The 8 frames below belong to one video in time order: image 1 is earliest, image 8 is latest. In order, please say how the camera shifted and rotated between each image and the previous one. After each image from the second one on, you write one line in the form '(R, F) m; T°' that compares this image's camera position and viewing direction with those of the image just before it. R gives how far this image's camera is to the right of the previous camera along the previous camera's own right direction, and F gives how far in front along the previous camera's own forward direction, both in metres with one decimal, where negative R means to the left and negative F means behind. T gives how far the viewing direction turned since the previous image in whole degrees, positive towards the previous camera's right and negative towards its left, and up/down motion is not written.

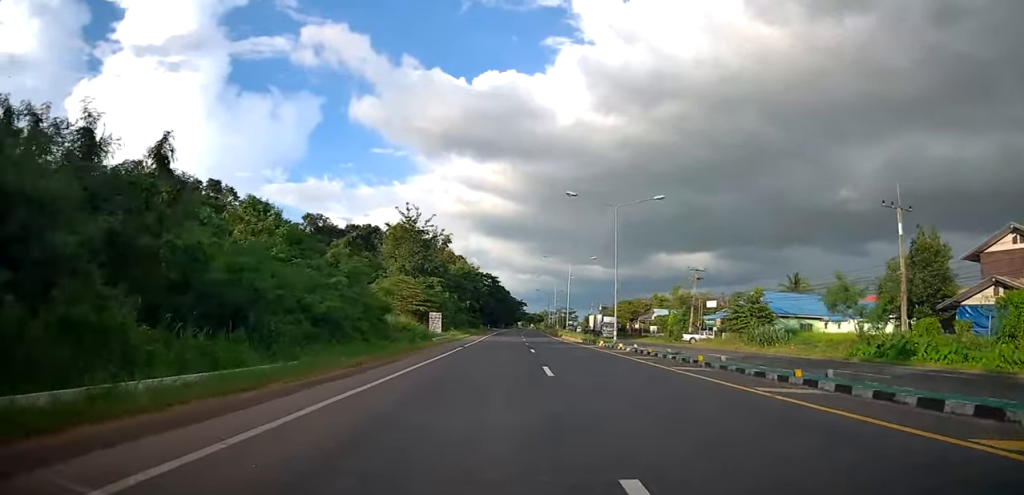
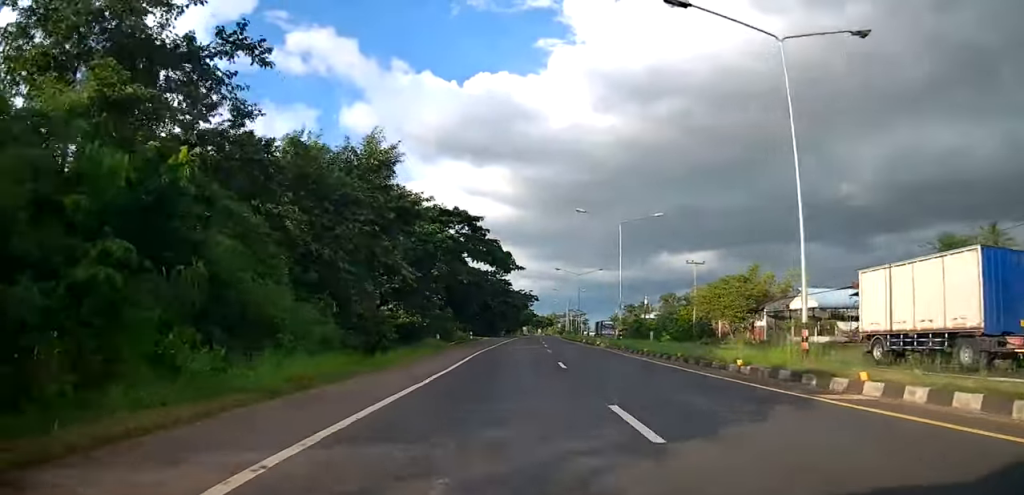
(-3.1, +55.4) m; -3°
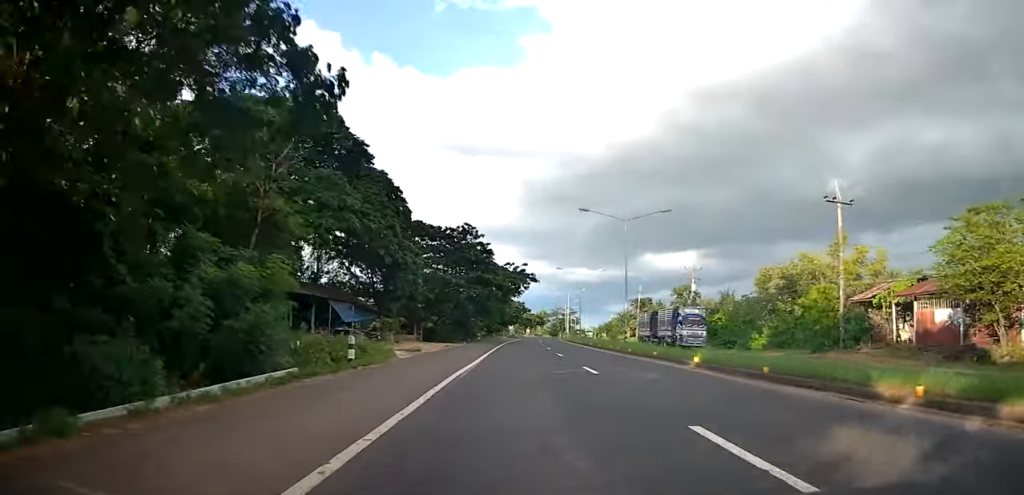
(+1.0, +38.4) m; +2°
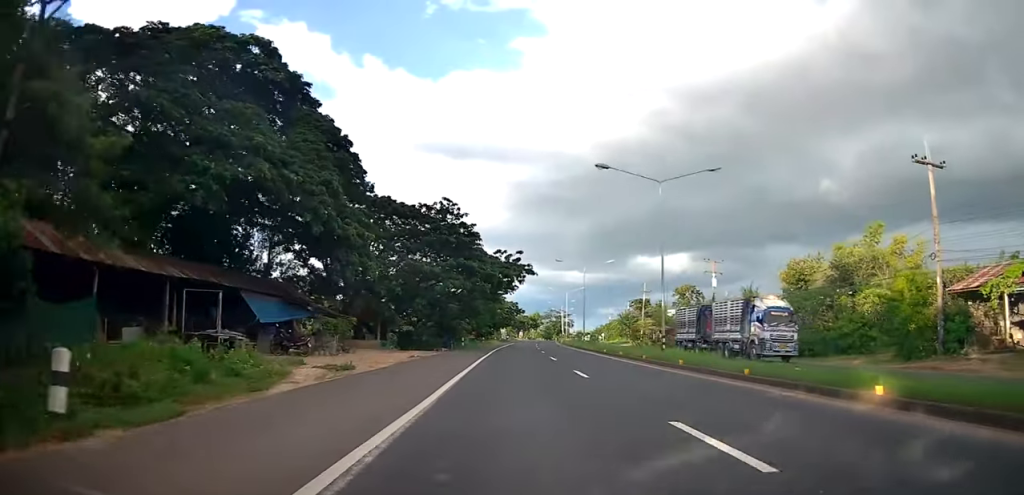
(+0.1, +11.2) m; 0°
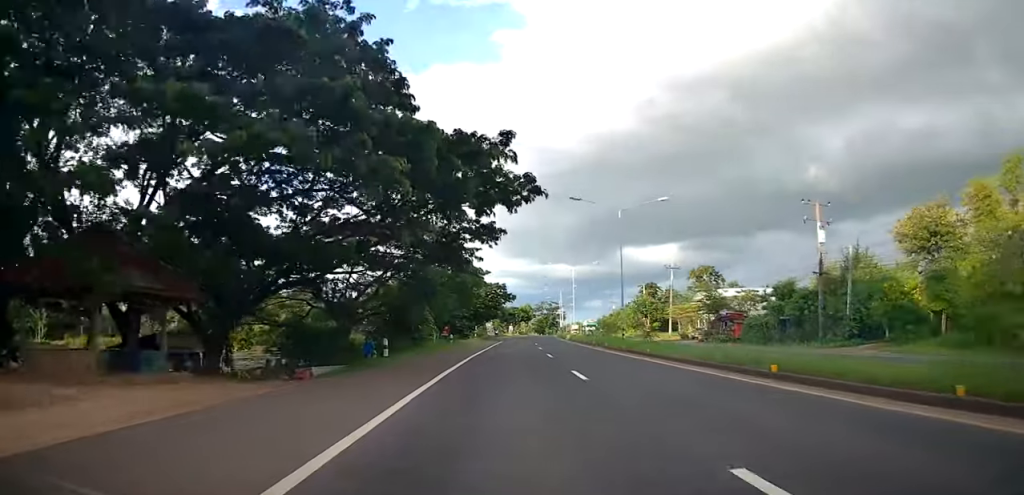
(+0.2, +27.2) m; +2°
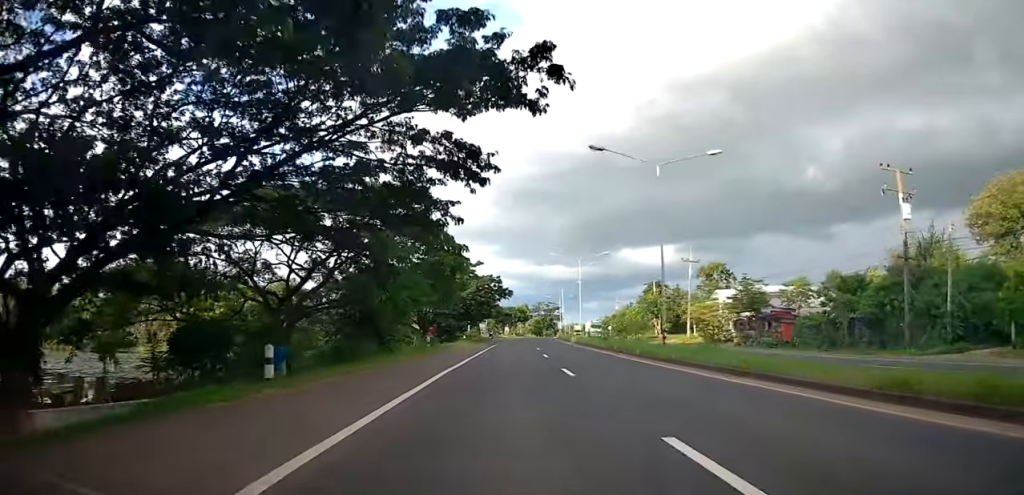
(0.0, +10.6) m; +1°
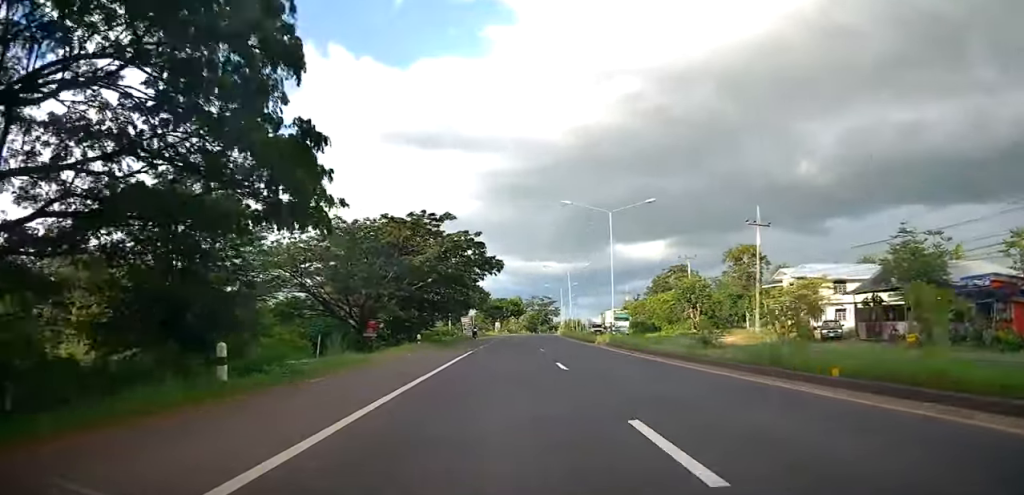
(+0.6, +23.4) m; 0°
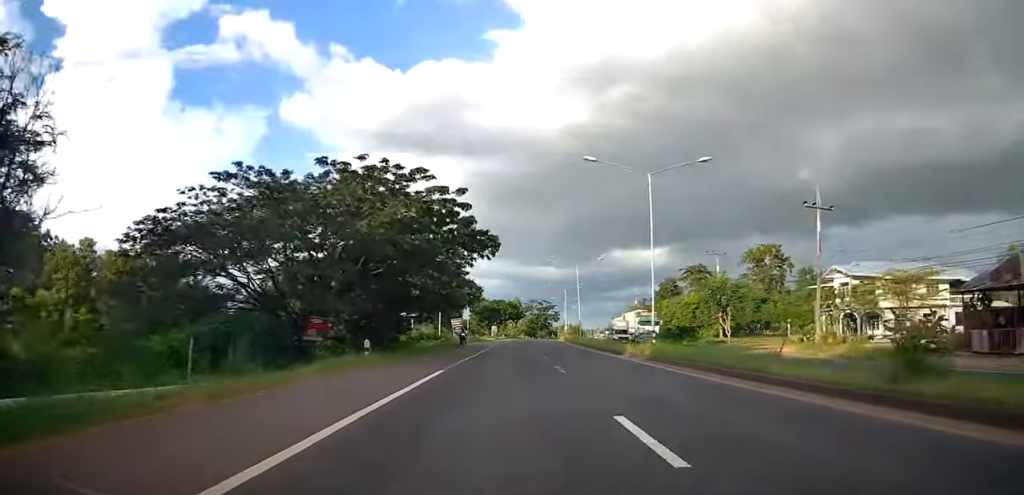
(-0.4, +11.0) m; 0°
